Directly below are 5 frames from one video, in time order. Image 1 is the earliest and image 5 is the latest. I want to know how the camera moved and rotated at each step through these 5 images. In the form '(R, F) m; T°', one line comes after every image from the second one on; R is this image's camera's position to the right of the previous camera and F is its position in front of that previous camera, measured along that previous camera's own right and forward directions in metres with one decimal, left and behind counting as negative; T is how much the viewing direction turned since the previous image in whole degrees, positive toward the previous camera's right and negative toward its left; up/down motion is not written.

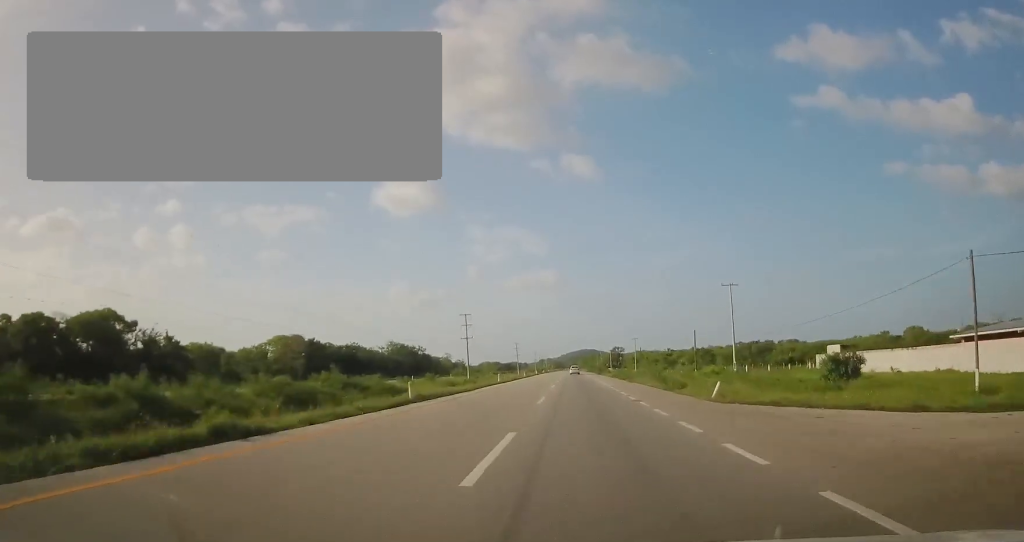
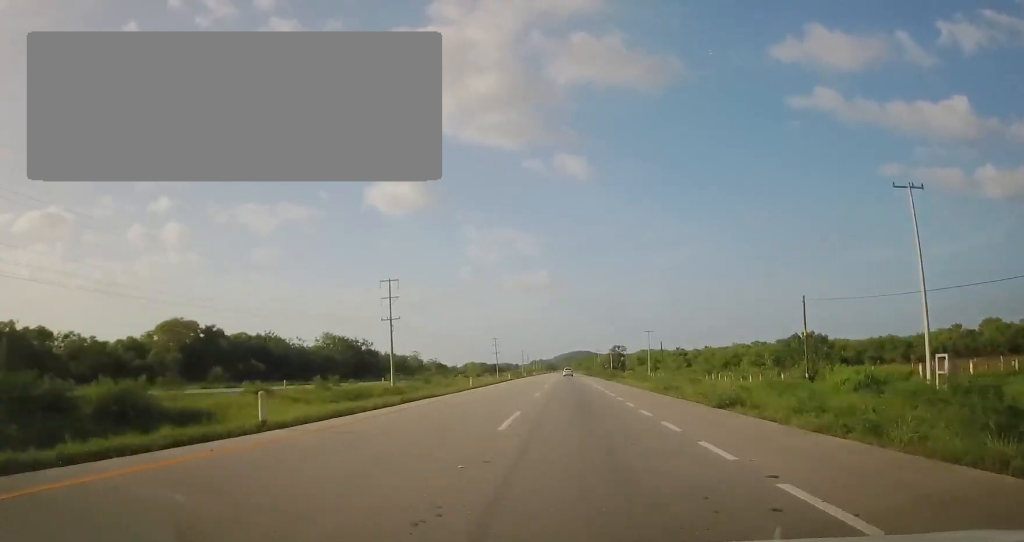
(+0.7, +41.2) m; +1°
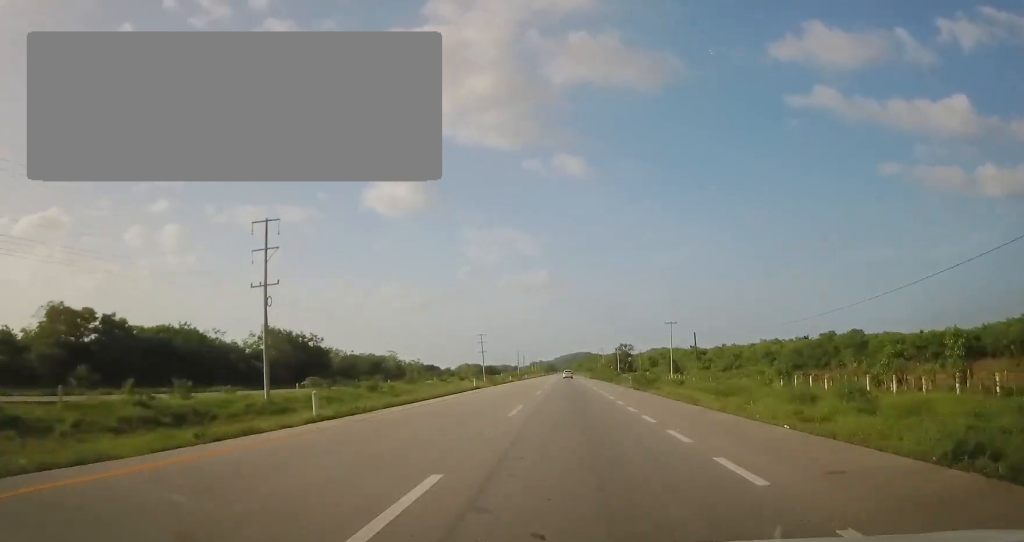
(+0.1, +26.9) m; 0°
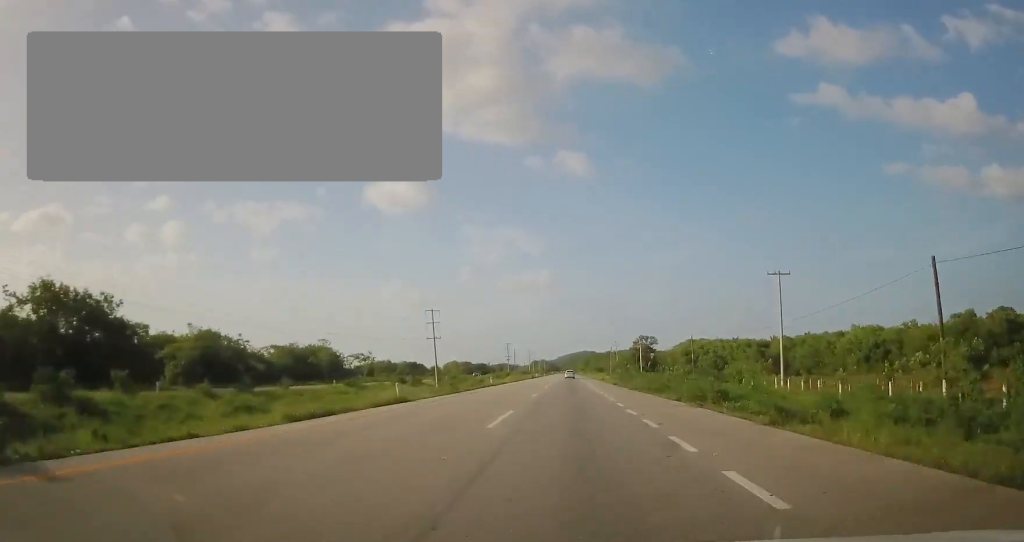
(-0.9, +50.8) m; -1°
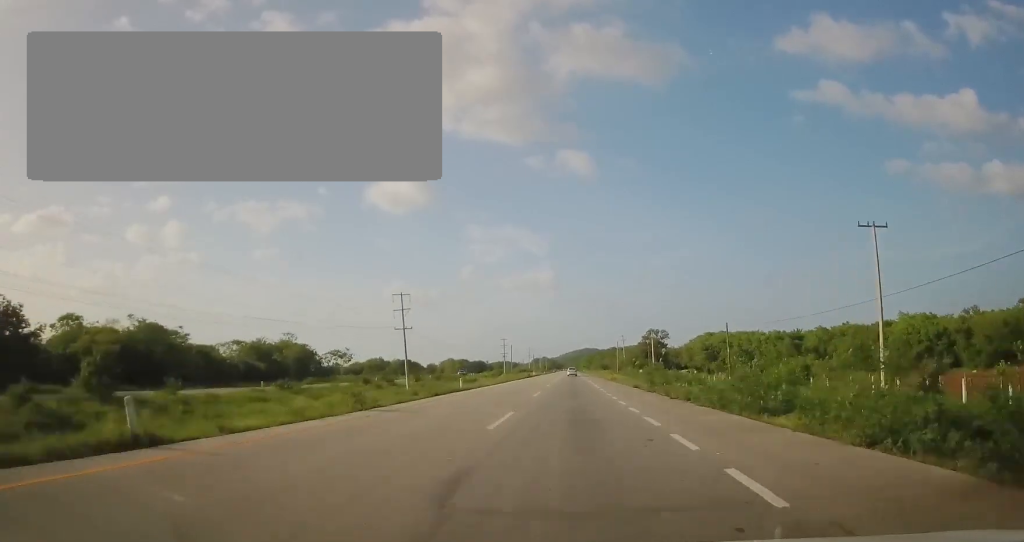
(0.0, +16.4) m; 0°
